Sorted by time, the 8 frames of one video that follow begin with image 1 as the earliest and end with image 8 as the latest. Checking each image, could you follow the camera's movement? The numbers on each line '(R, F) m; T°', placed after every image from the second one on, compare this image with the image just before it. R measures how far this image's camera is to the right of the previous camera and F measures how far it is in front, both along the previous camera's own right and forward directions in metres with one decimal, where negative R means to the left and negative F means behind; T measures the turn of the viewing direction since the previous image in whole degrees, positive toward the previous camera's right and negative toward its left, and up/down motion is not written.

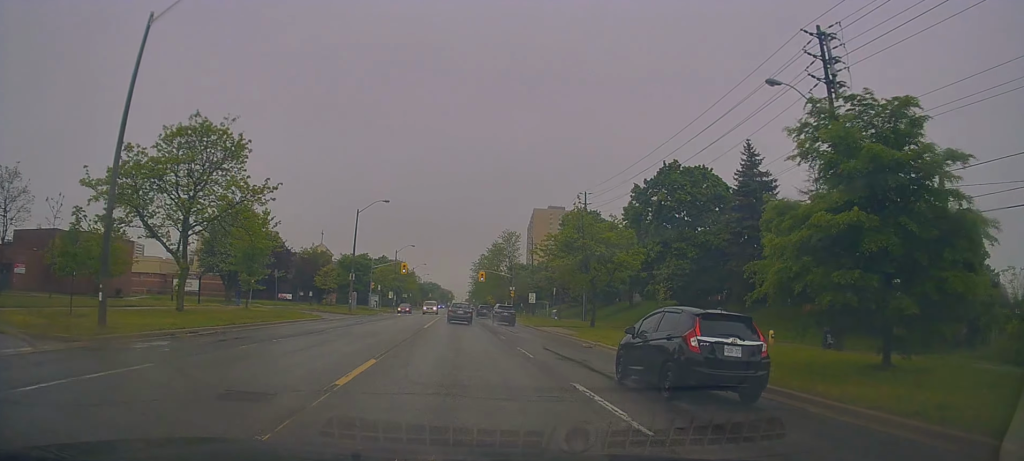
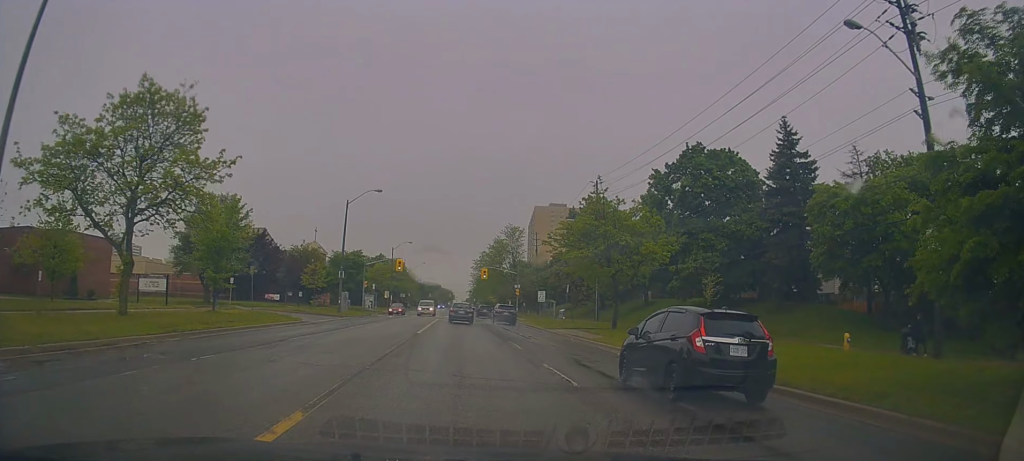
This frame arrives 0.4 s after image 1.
(0.0, +5.3) m; -1°
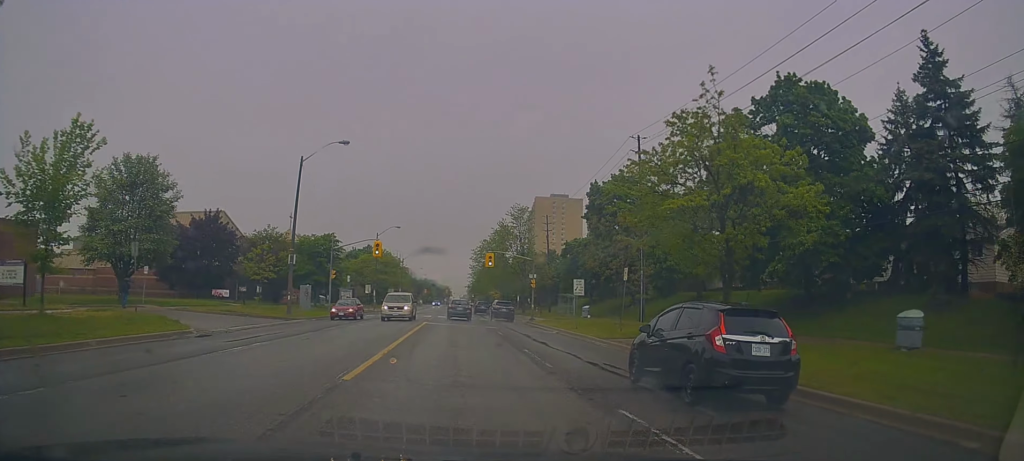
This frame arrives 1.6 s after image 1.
(-0.5, +15.1) m; 0°
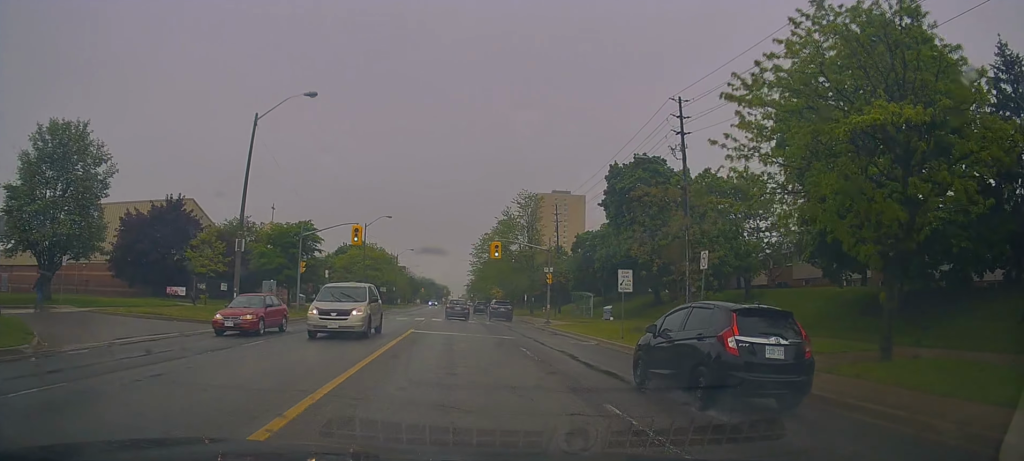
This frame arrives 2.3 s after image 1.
(+0.2, +9.4) m; -1°
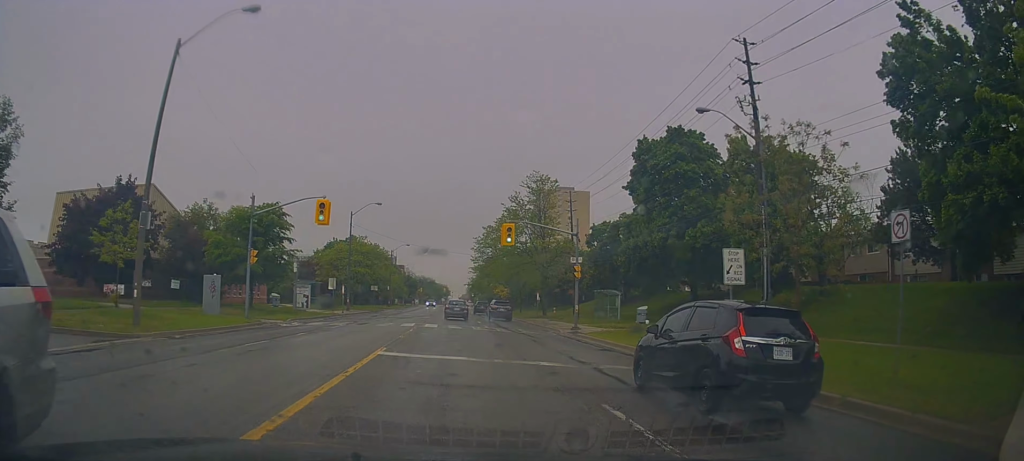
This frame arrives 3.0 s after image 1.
(+0.1, +9.7) m; -1°
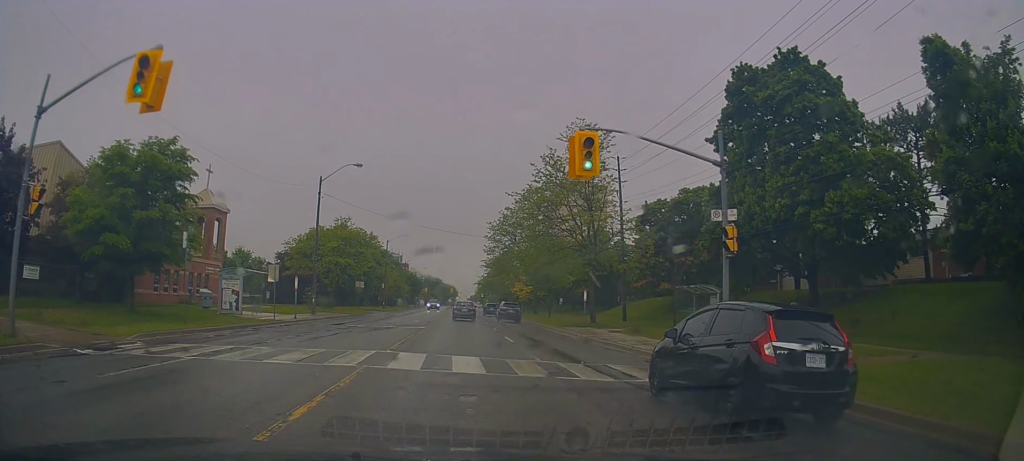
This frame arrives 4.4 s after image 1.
(-0.2, +17.6) m; +1°
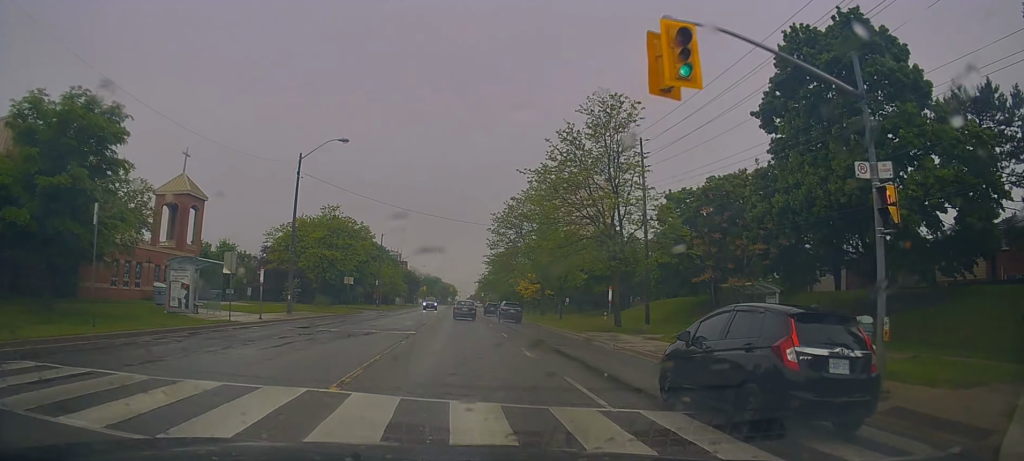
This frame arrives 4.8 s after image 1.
(+0.3, +6.2) m; +1°
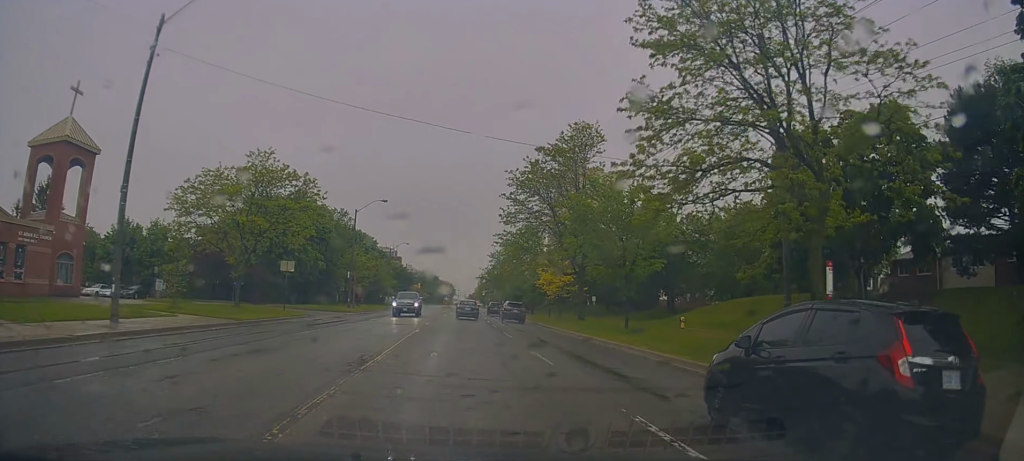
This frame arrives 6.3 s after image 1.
(-0.7, +19.8) m; 0°
